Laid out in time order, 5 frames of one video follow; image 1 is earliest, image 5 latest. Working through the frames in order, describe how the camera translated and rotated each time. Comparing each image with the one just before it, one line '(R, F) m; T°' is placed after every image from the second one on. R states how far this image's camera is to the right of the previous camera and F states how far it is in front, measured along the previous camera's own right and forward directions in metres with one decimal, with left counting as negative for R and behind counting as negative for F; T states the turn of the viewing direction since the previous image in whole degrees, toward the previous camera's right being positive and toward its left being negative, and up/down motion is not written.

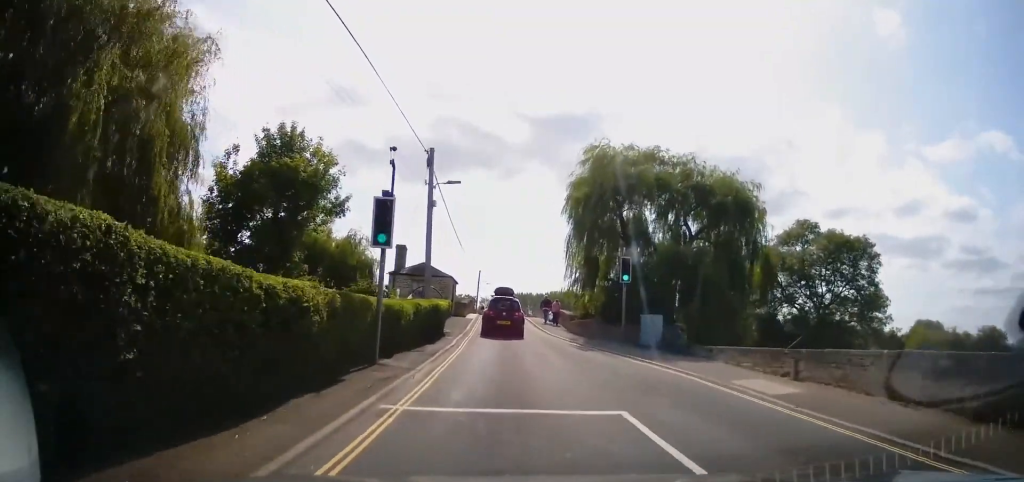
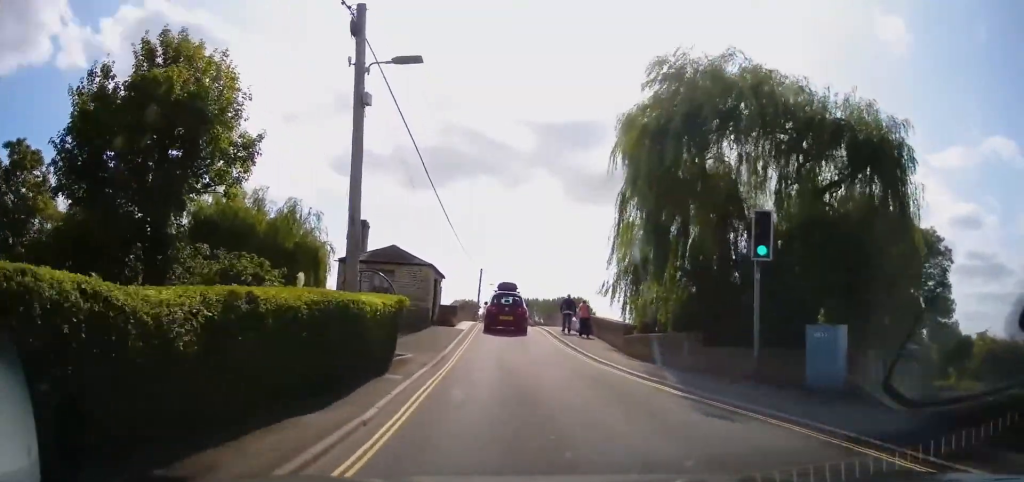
(+0.3, +12.9) m; 0°
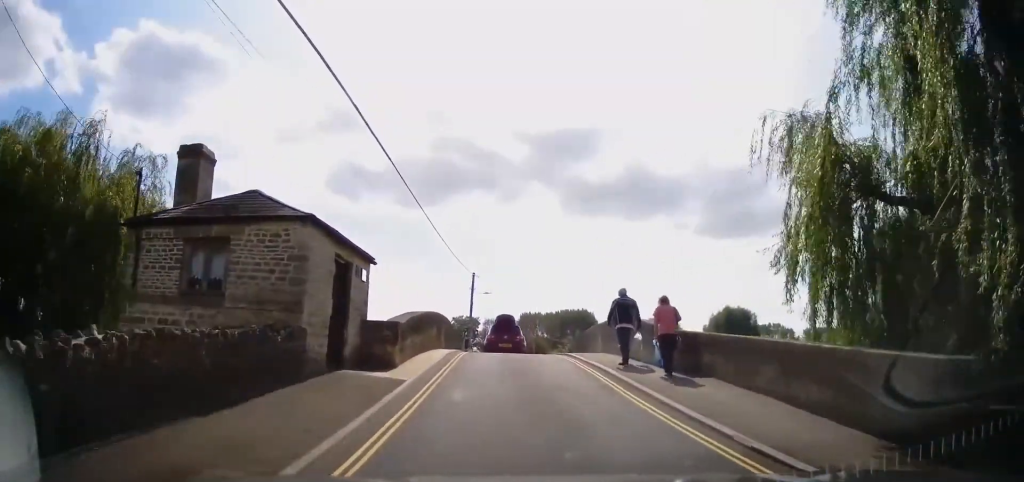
(-0.3, +14.7) m; -2°
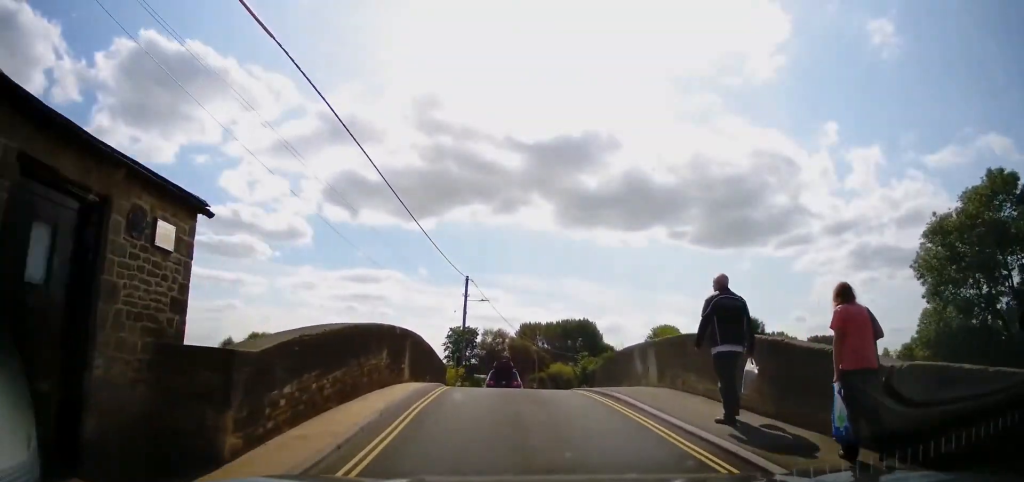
(-0.1, +7.9) m; 0°
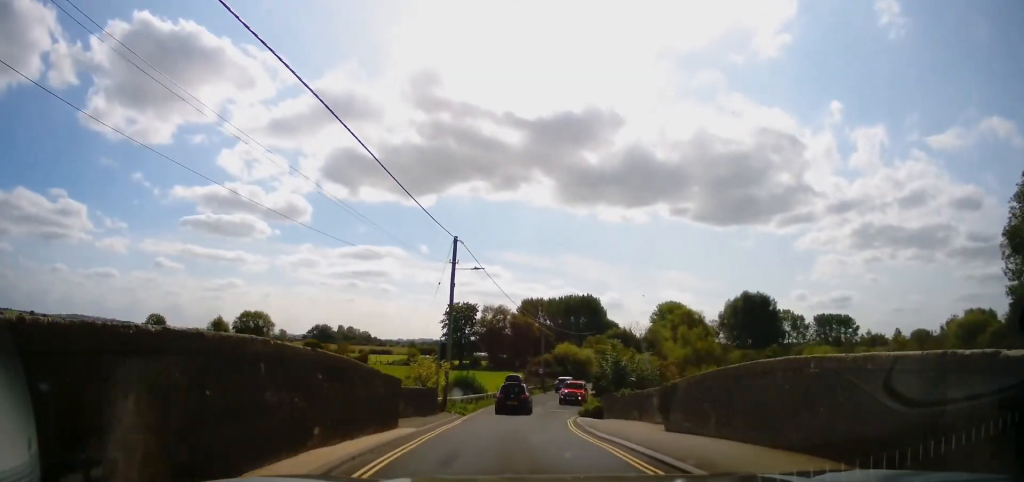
(+0.1, +10.3) m; +1°
